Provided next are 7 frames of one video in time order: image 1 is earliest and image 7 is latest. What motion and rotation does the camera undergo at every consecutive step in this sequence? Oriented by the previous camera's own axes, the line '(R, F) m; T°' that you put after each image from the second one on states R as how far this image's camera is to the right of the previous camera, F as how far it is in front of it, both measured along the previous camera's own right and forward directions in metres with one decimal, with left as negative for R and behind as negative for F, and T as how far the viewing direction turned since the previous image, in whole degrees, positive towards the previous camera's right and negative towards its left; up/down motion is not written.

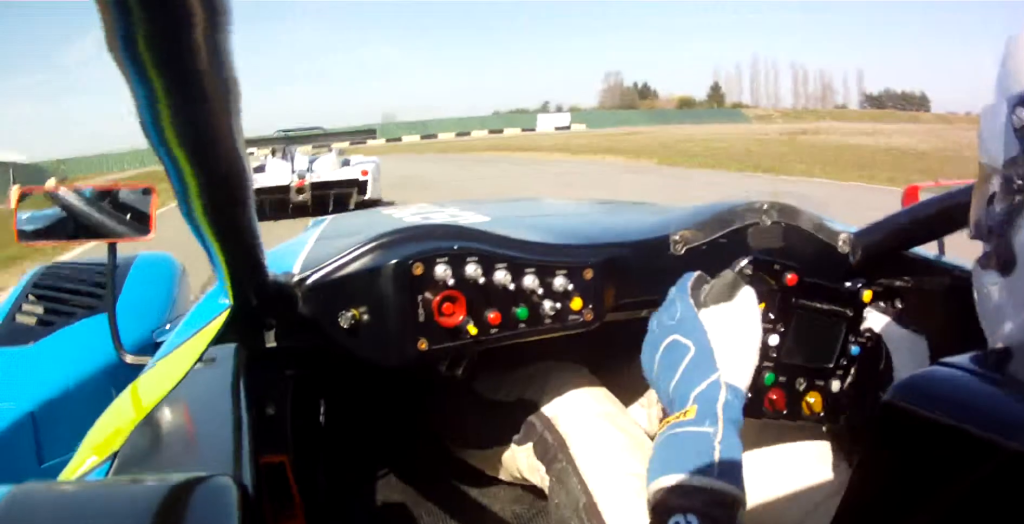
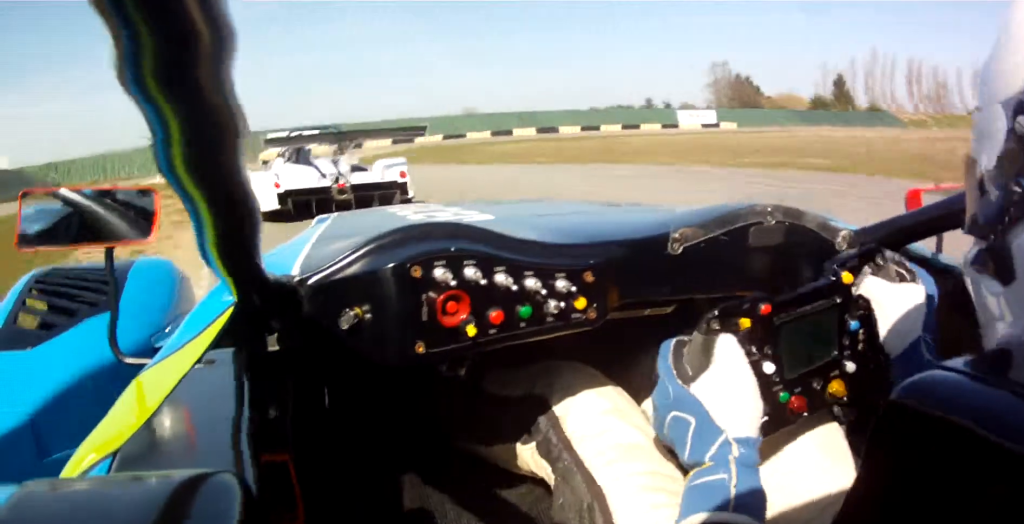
(-0.3, +33.1) m; -1°
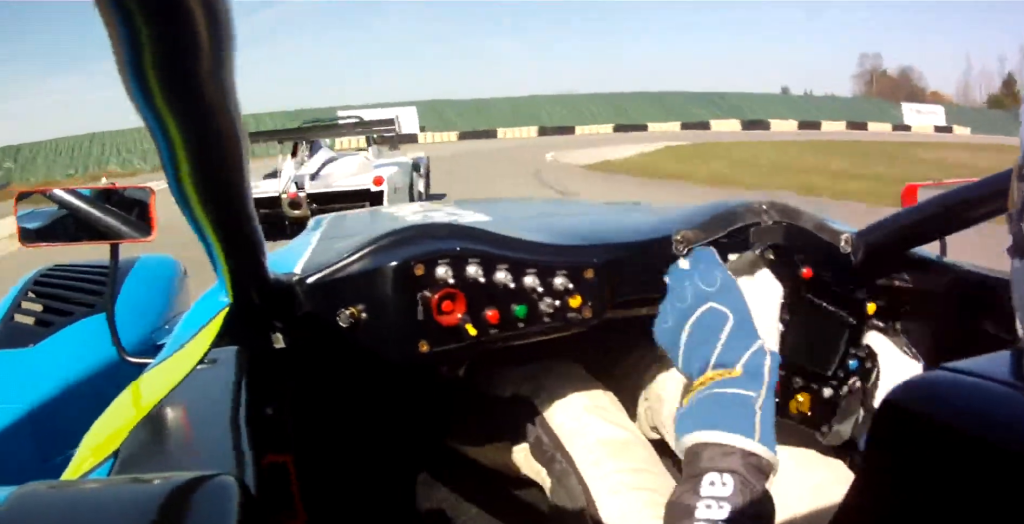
(-0.5, +35.8) m; +9°
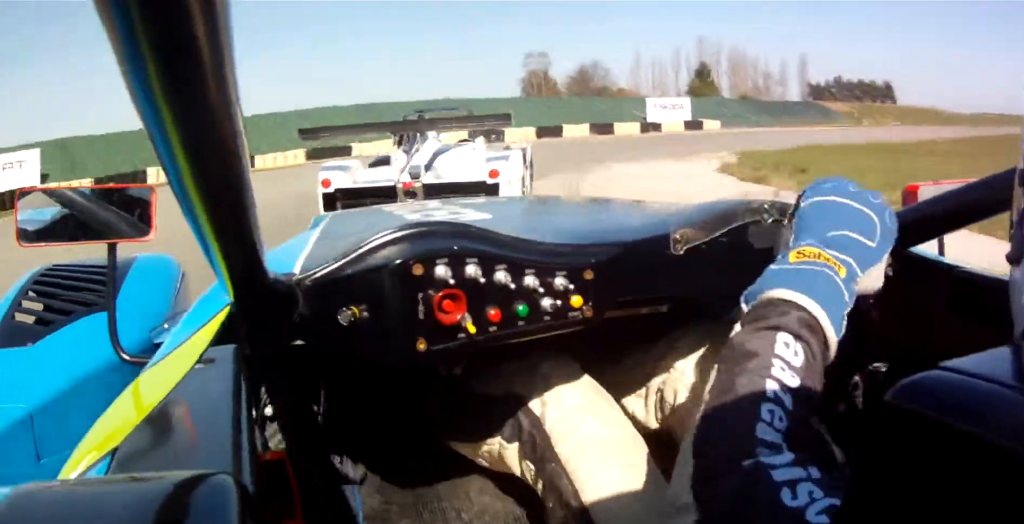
(+3.8, +19.8) m; +22°
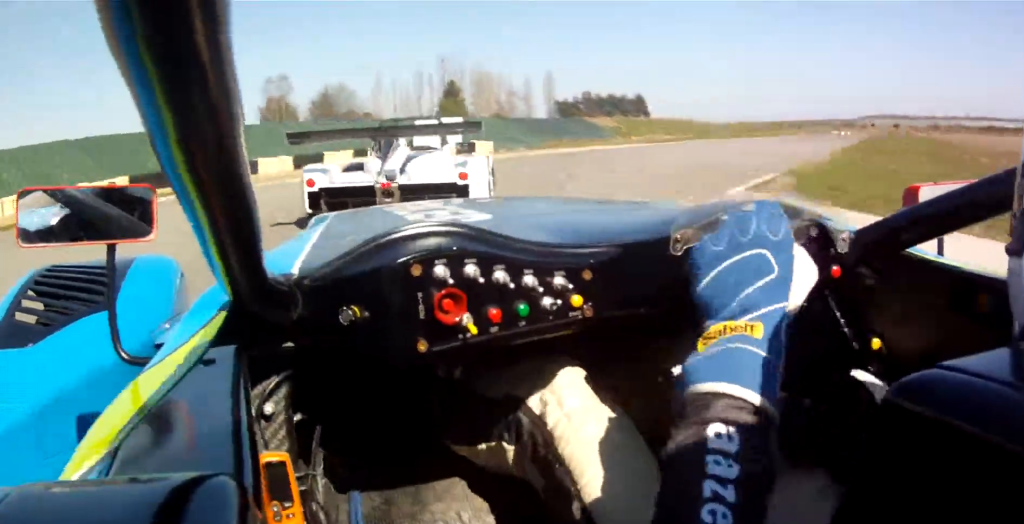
(+1.5, +10.4) m; +14°
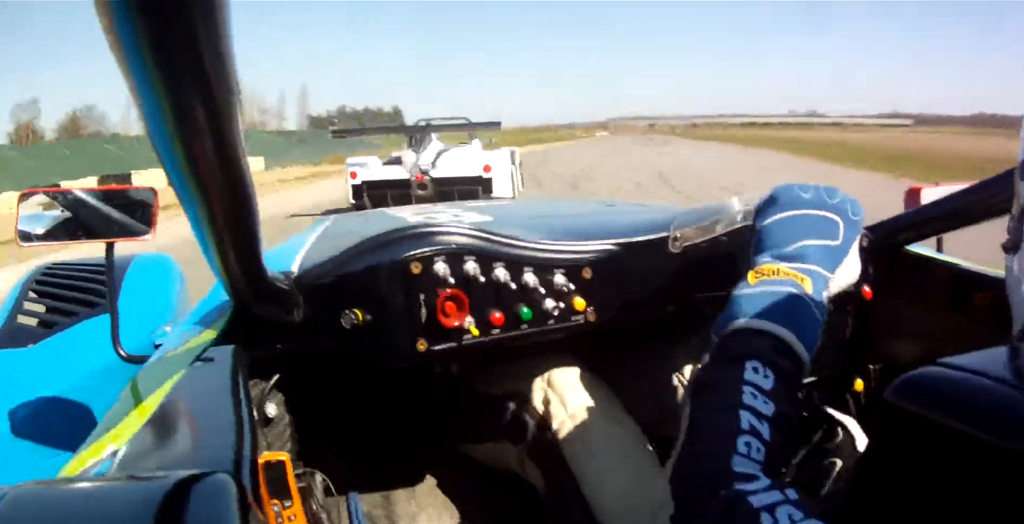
(+0.8, +14.1) m; +19°
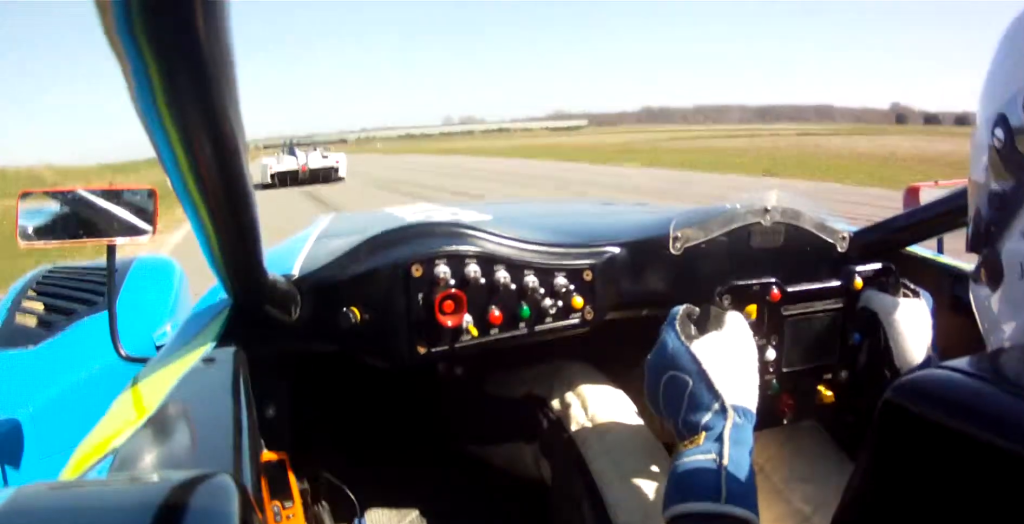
(+22.3, +74.7) m; +18°
